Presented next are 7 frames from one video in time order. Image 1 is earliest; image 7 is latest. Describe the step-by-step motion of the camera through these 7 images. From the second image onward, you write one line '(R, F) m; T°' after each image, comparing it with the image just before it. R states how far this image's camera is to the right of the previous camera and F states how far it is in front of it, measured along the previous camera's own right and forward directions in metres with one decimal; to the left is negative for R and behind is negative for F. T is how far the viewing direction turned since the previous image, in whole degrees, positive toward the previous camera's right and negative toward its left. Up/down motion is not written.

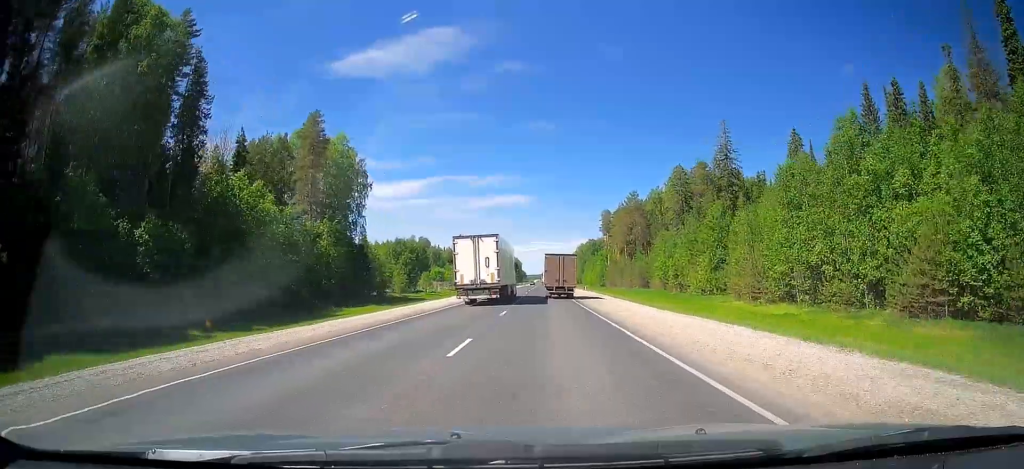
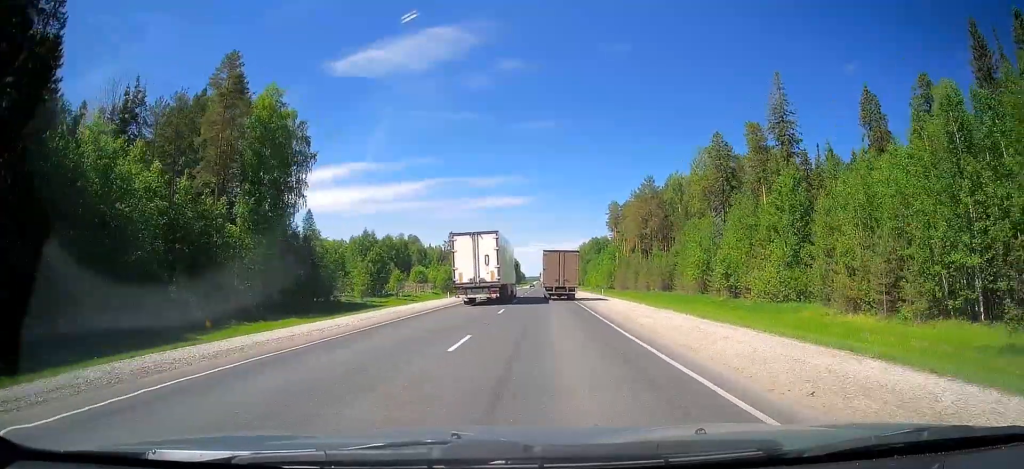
(+0.3, +23.4) m; +2°
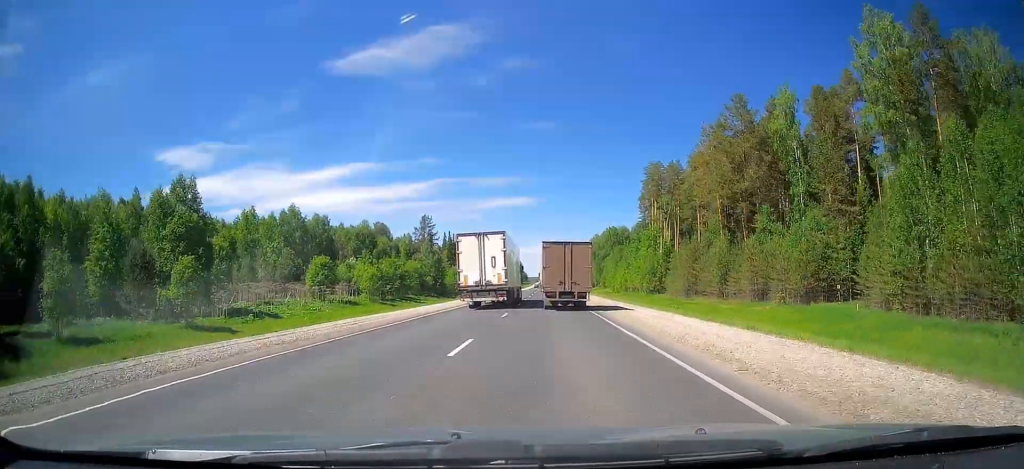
(+0.2, +61.1) m; -1°
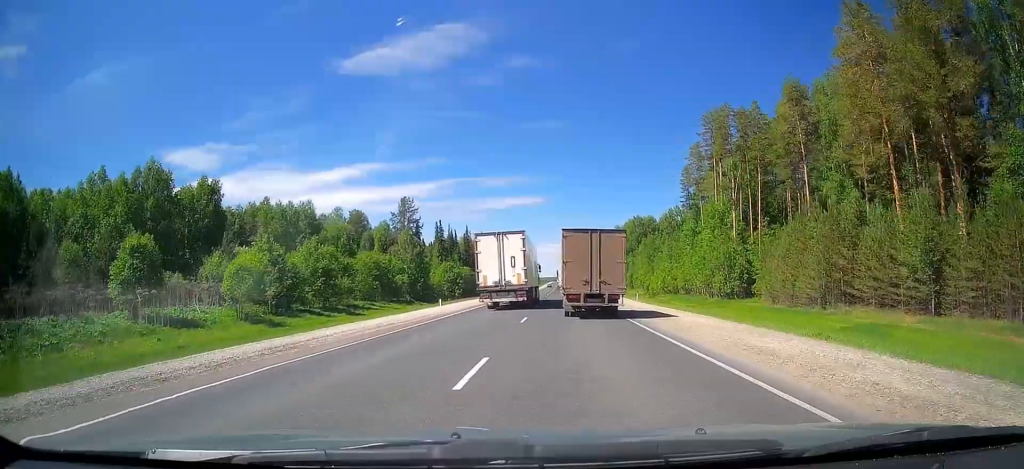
(-0.6, +39.0) m; -1°
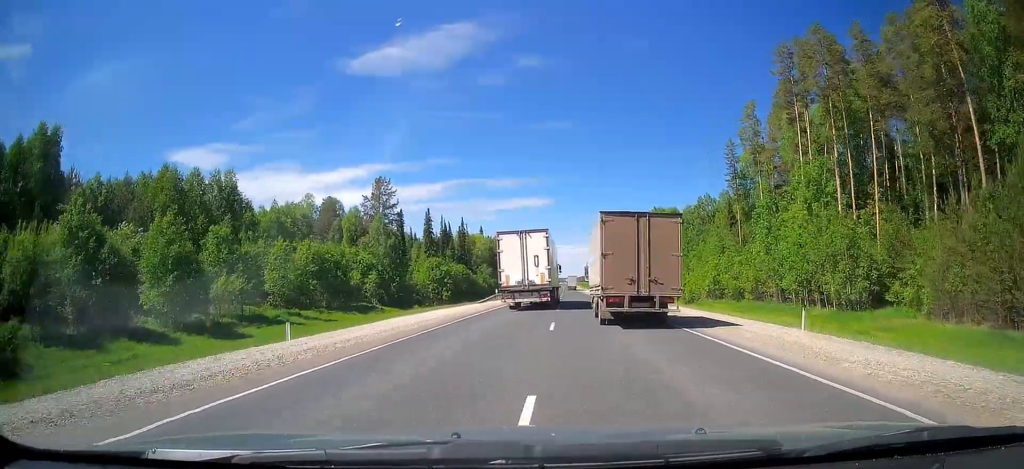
(+0.3, +27.0) m; -1°
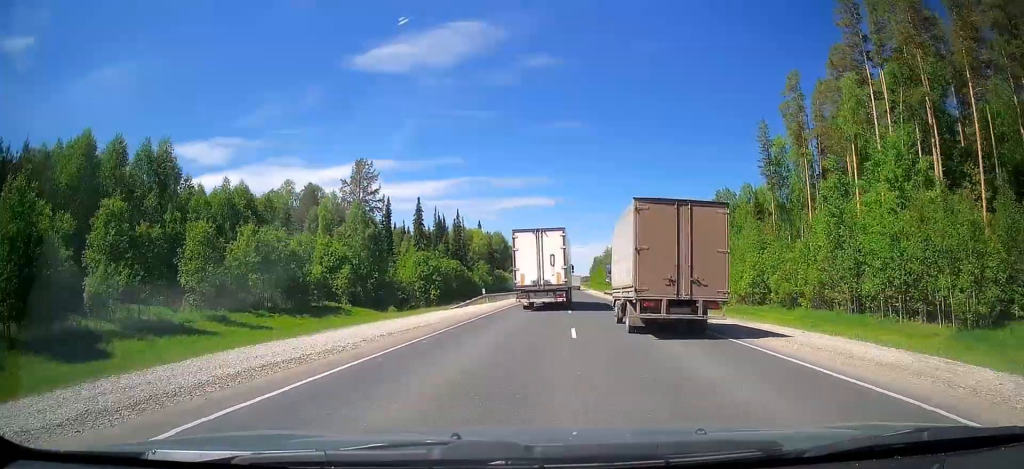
(-0.3, +14.2) m; -1°
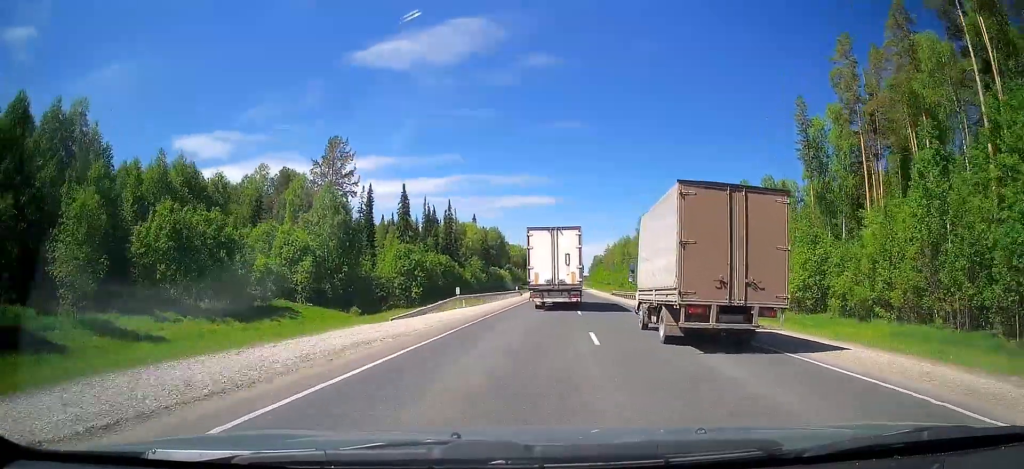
(-0.1, +13.3) m; -1°
